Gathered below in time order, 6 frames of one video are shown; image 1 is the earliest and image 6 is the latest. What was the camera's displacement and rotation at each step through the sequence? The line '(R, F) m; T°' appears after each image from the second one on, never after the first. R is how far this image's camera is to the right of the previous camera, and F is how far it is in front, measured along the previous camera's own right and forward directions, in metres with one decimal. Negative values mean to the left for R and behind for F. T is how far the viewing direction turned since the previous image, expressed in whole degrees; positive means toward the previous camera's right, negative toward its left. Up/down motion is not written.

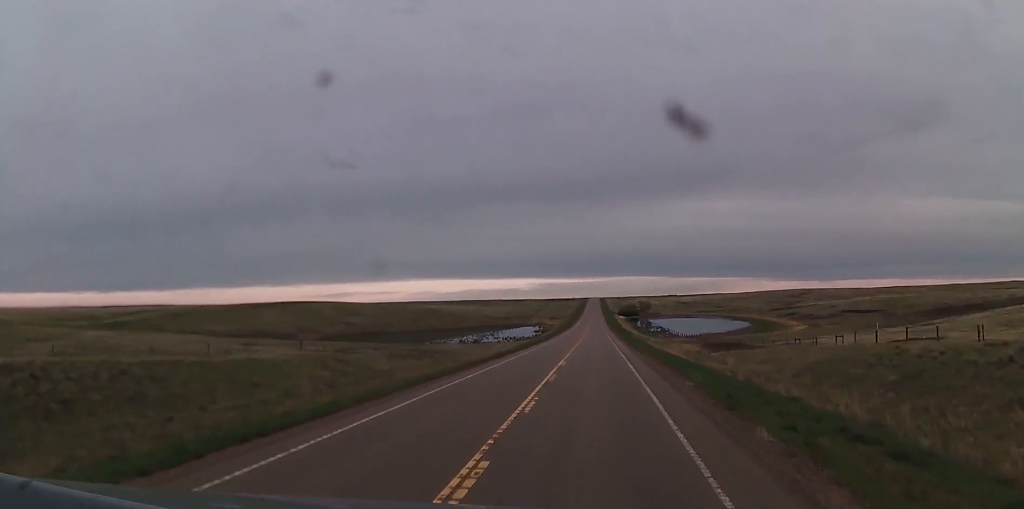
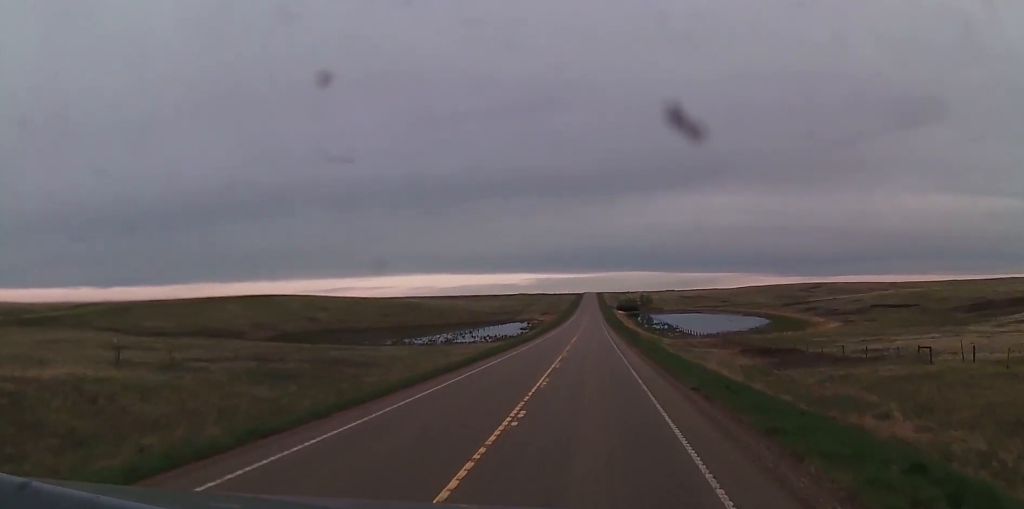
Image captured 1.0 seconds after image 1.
(+0.3, +29.6) m; +1°
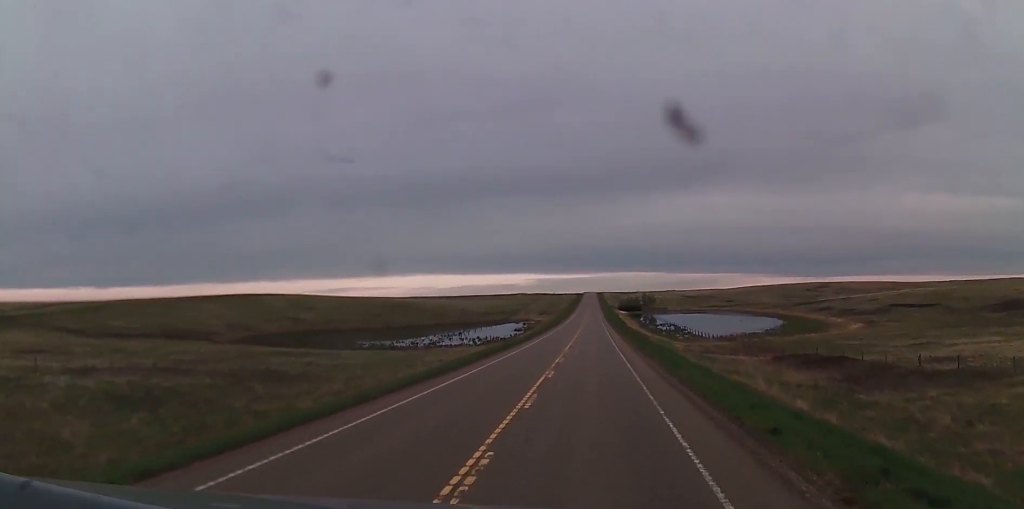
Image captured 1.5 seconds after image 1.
(0.0, +14.2) m; 0°
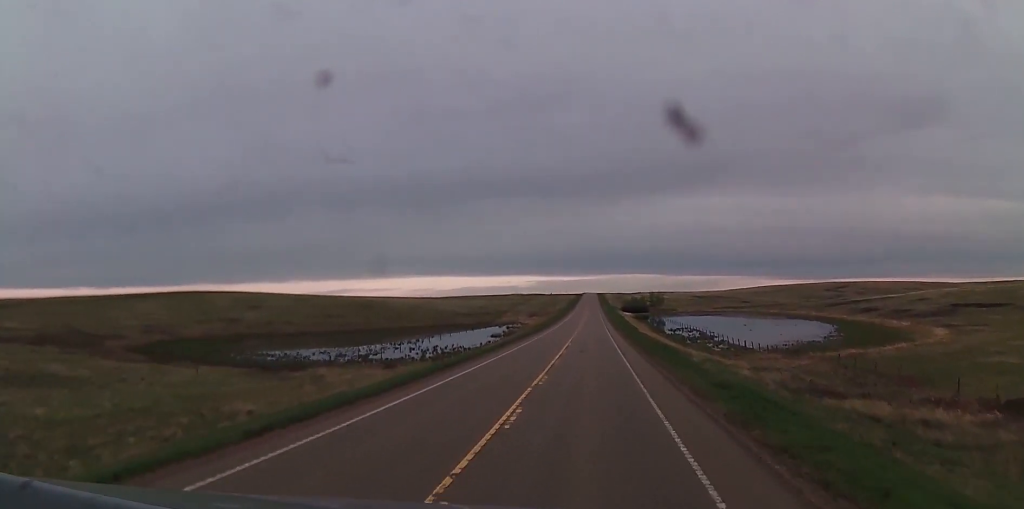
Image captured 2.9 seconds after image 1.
(0.0, +38.3) m; 0°
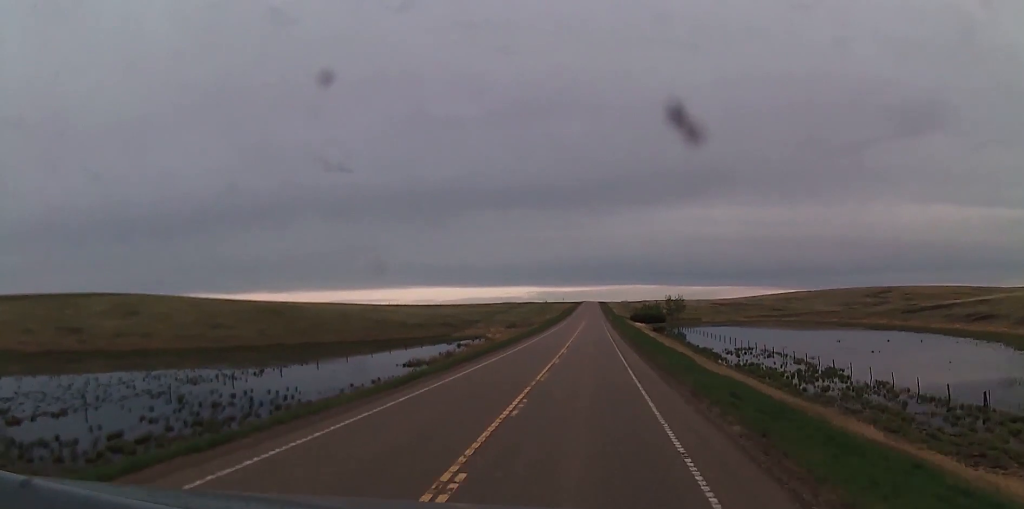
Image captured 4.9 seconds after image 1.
(0.0, +59.7) m; 0°
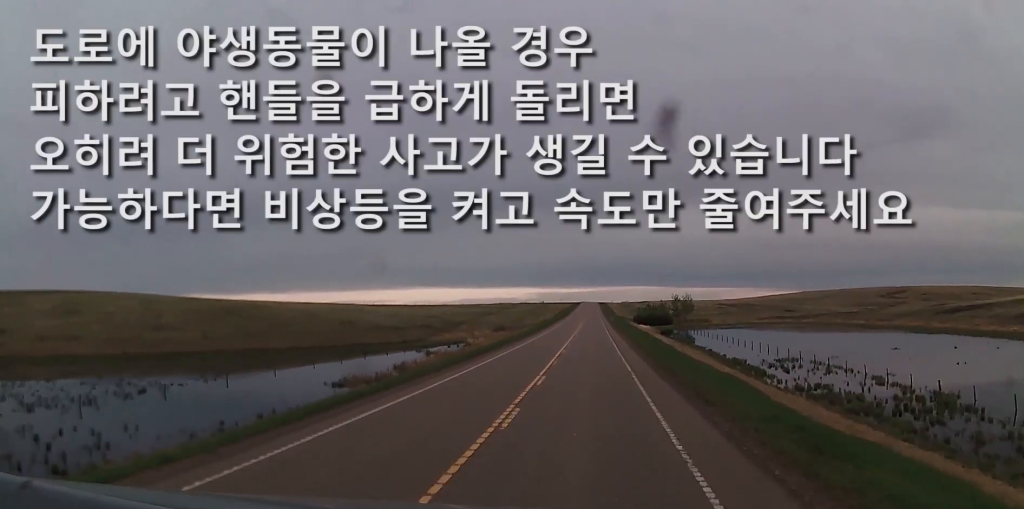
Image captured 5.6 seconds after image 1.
(0.0, +19.6) m; 0°
